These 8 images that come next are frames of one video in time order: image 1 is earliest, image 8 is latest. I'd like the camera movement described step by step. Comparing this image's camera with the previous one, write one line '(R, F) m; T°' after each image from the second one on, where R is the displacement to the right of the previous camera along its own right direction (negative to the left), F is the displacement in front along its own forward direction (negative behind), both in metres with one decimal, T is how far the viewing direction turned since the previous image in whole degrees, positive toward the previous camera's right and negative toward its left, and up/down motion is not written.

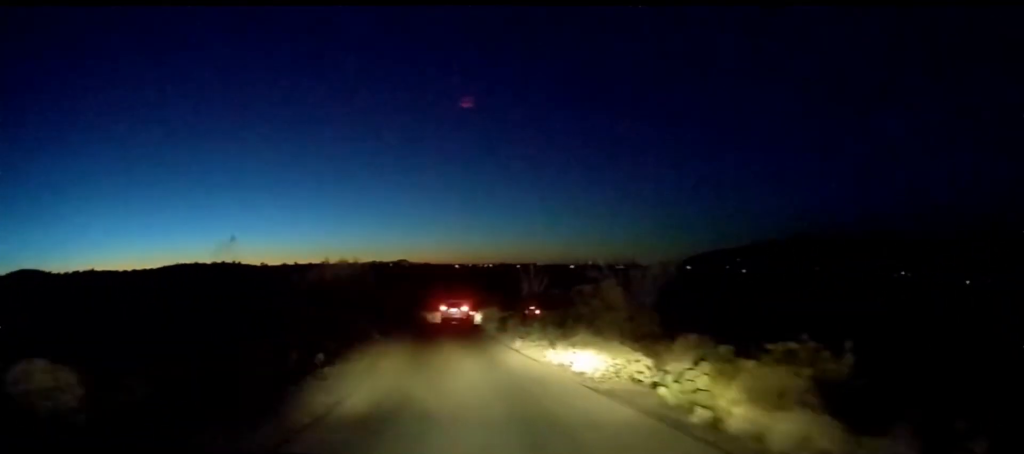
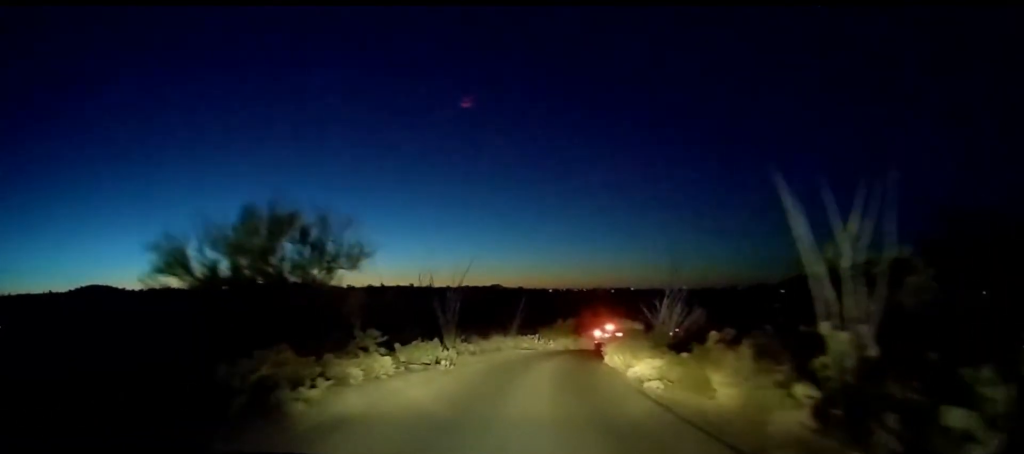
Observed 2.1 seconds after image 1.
(-1.4, +13.7) m; -13°
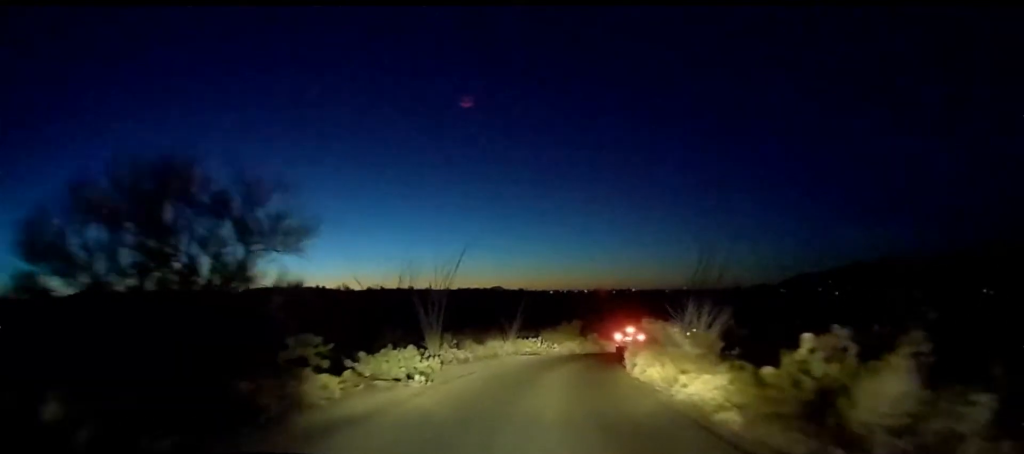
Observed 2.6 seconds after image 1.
(-0.1, +3.4) m; 0°
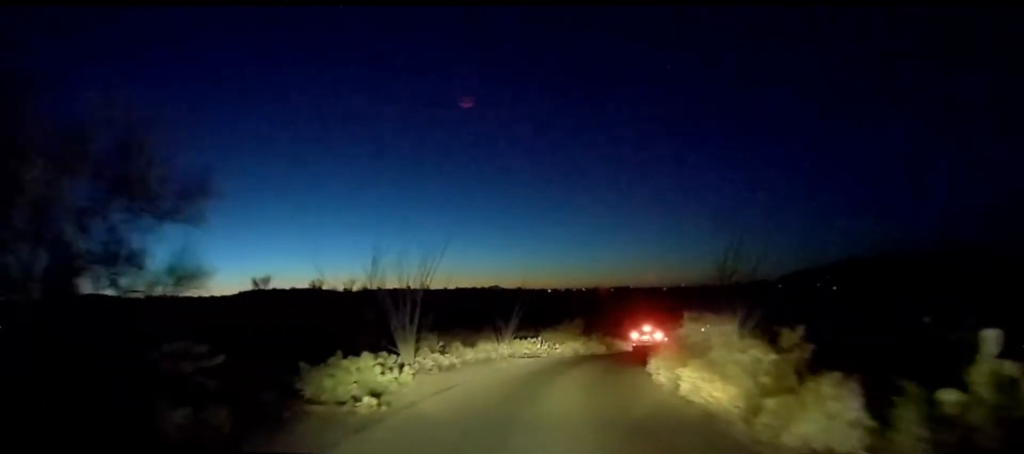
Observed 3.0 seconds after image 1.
(-0.1, +3.1) m; 0°
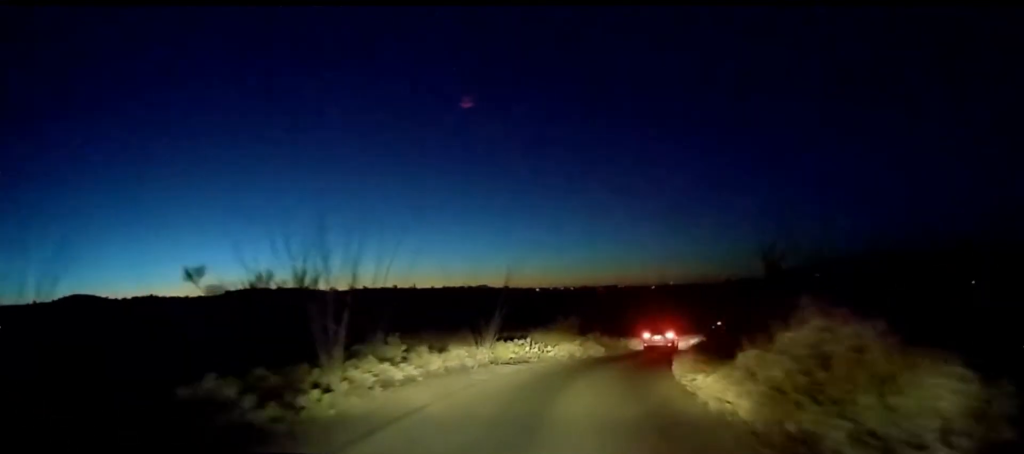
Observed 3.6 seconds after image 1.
(+0.2, +4.2) m; +3°
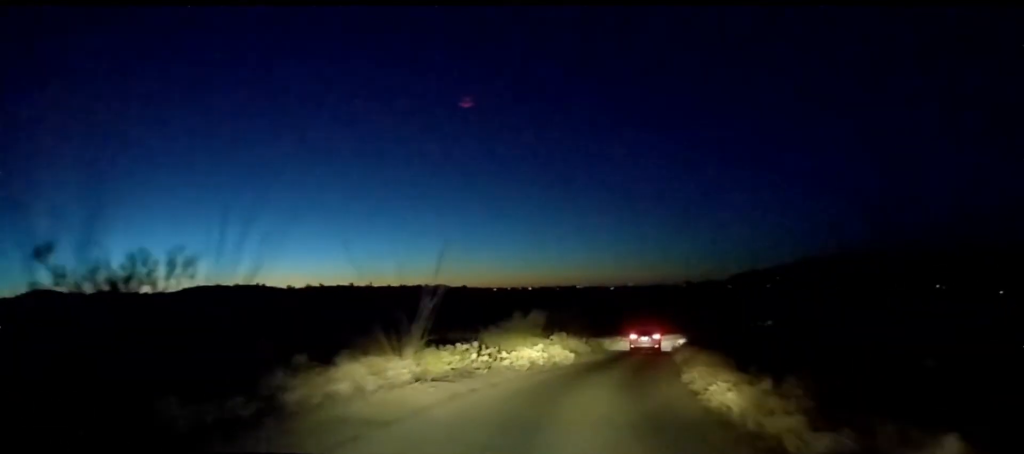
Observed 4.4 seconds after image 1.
(+0.2, +5.9) m; +3°
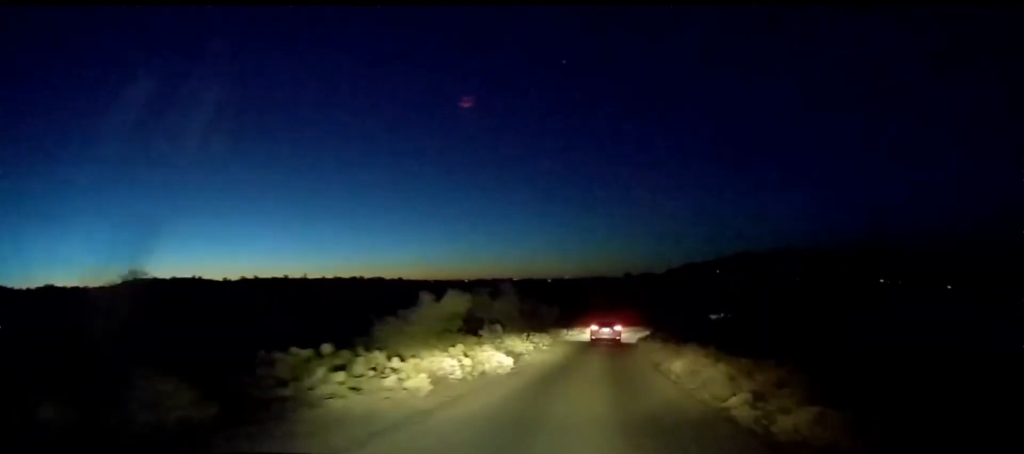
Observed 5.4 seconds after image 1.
(+0.2, +7.3) m; +3°
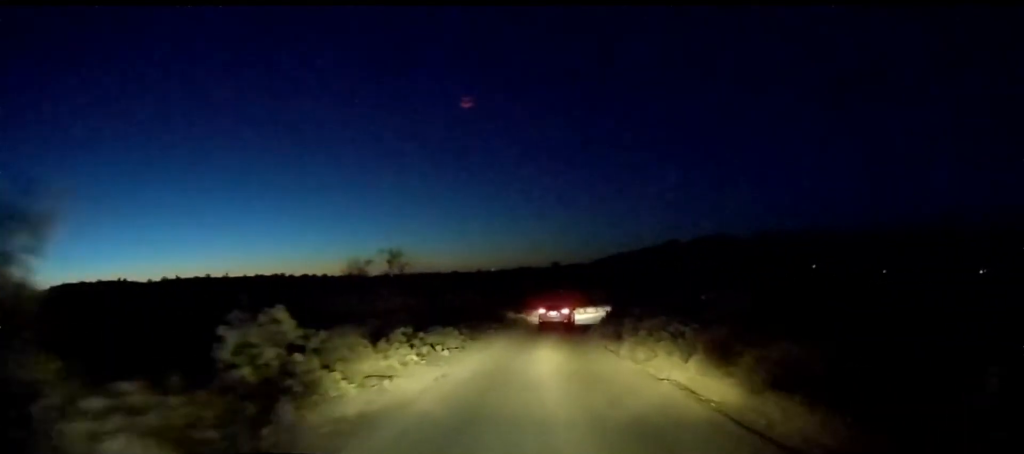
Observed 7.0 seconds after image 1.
(+1.5, +11.5) m; +8°
